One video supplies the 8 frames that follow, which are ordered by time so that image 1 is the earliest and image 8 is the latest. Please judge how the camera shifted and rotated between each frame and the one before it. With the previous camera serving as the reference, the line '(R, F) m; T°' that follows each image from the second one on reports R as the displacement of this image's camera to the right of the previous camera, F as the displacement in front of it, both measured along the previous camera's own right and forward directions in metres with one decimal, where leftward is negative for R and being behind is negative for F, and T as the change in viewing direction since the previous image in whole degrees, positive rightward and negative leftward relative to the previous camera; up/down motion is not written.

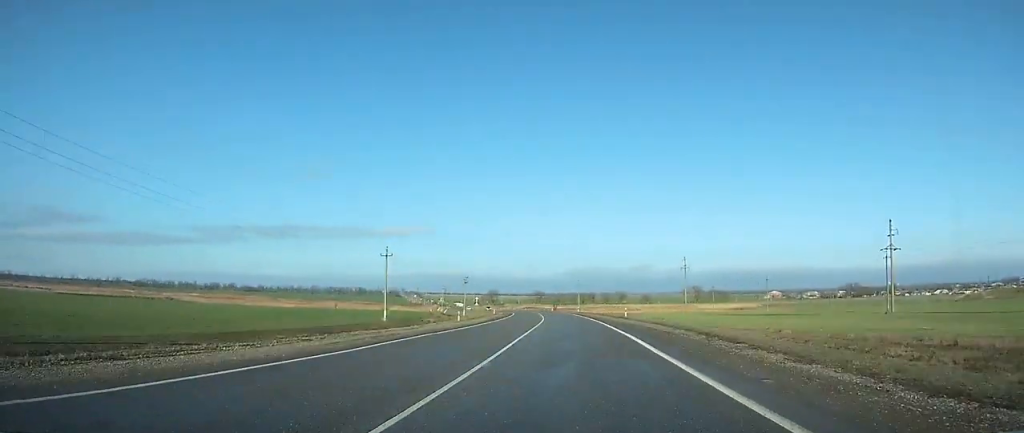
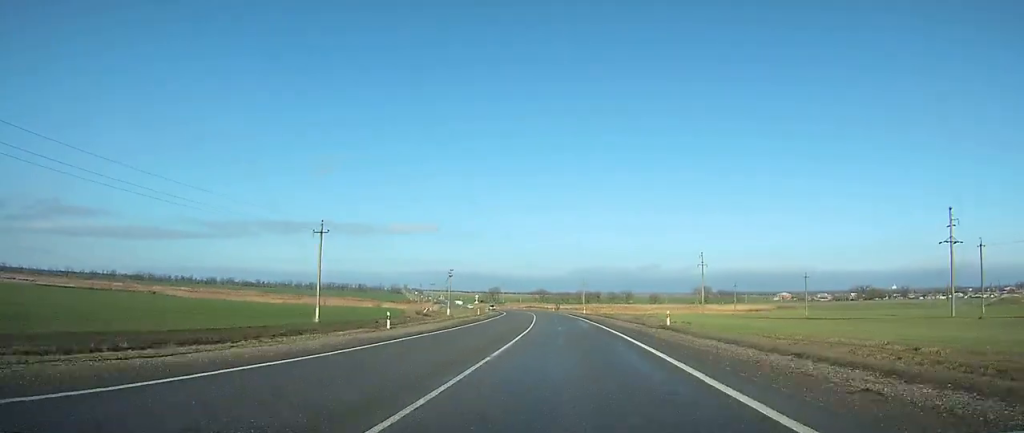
(-0.2, +21.3) m; -1°
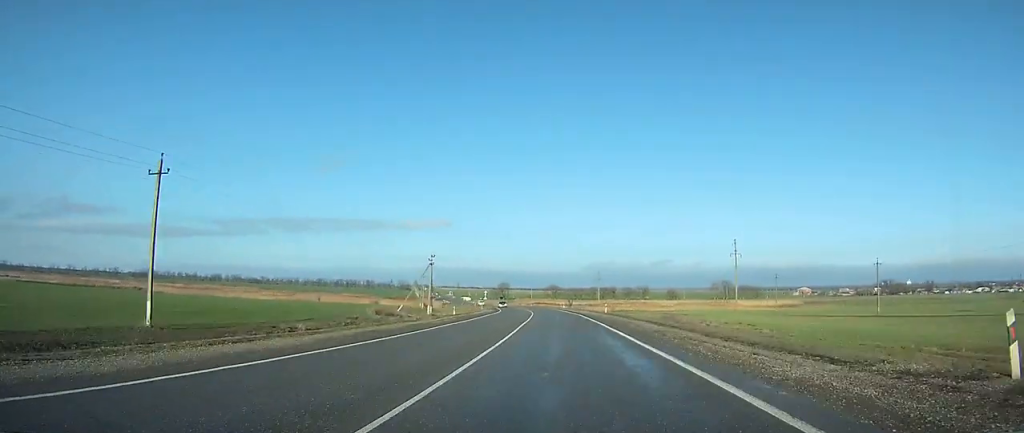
(-0.1, +24.5) m; -1°
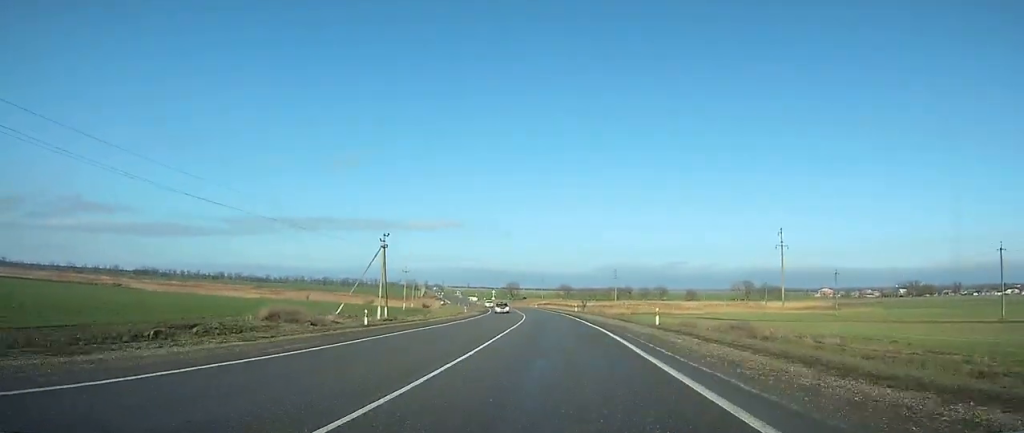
(-0.5, +27.8) m; -2°
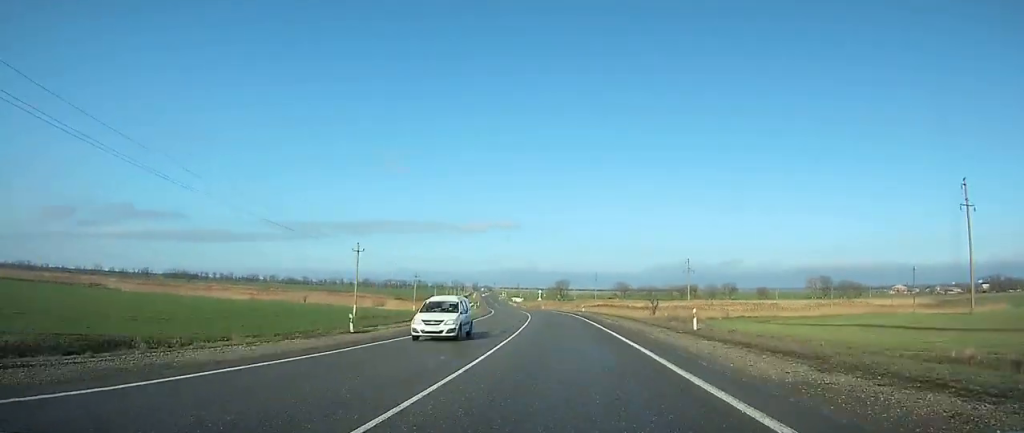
(-2.0, +53.8) m; -5°
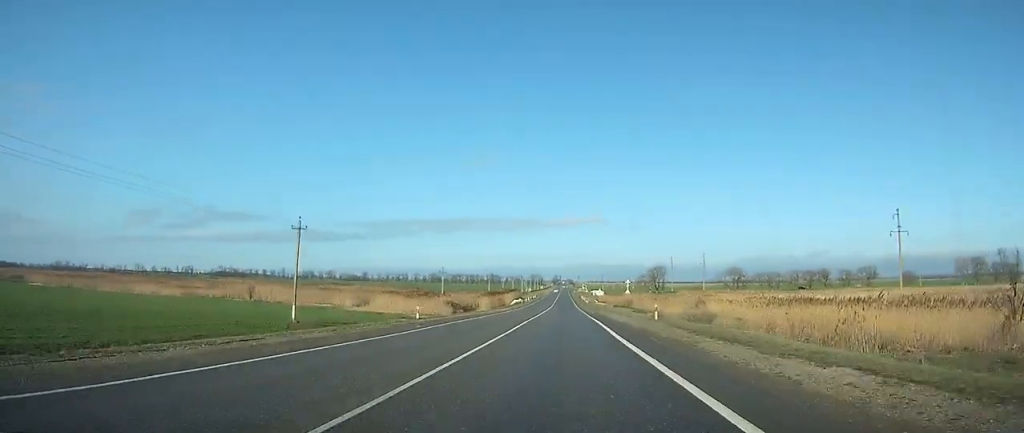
(-5.9, +90.0) m; -7°
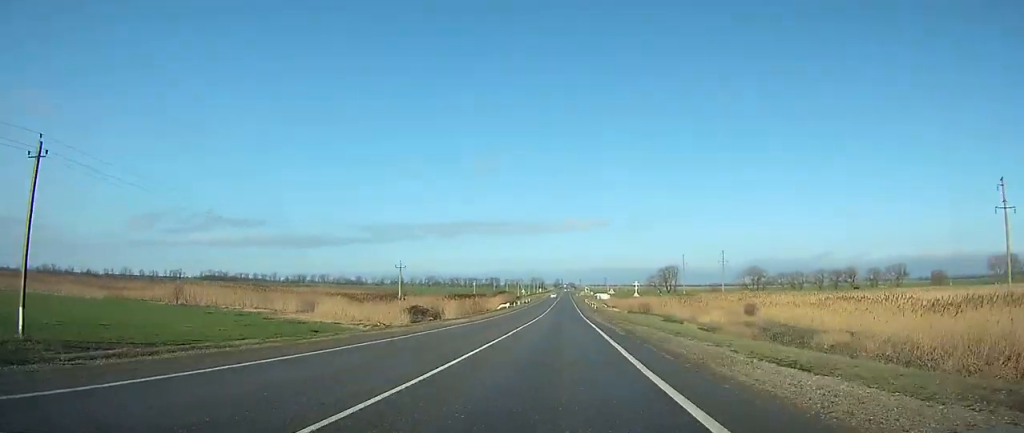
(-0.4, +29.7) m; -1°
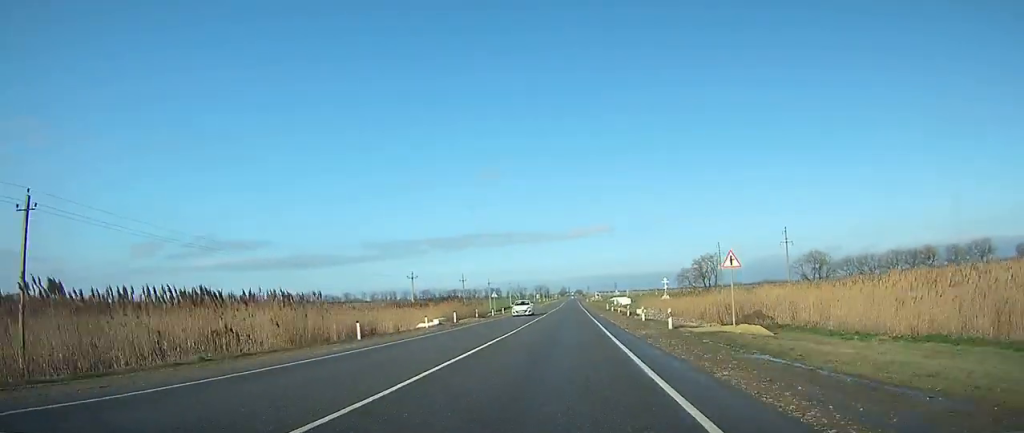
(-1.1, +62.9) m; -1°
